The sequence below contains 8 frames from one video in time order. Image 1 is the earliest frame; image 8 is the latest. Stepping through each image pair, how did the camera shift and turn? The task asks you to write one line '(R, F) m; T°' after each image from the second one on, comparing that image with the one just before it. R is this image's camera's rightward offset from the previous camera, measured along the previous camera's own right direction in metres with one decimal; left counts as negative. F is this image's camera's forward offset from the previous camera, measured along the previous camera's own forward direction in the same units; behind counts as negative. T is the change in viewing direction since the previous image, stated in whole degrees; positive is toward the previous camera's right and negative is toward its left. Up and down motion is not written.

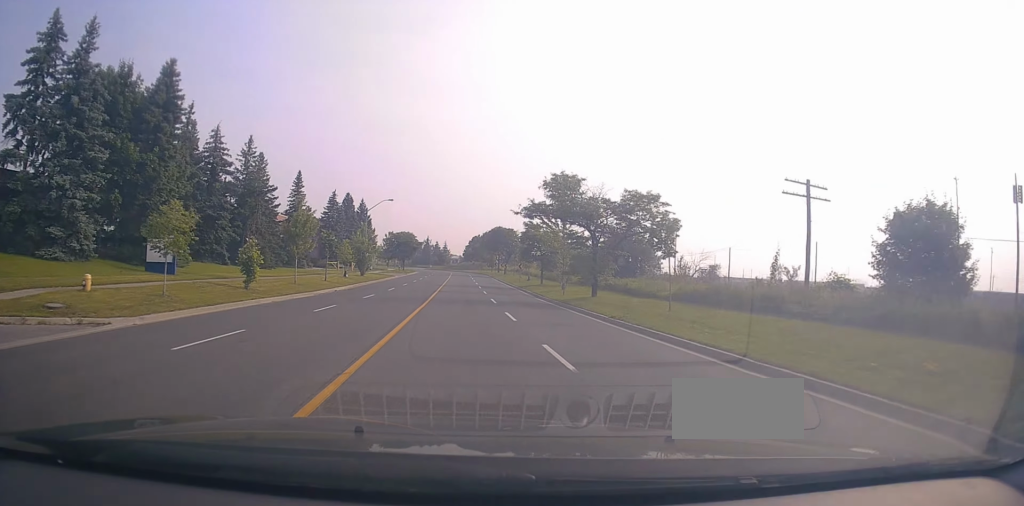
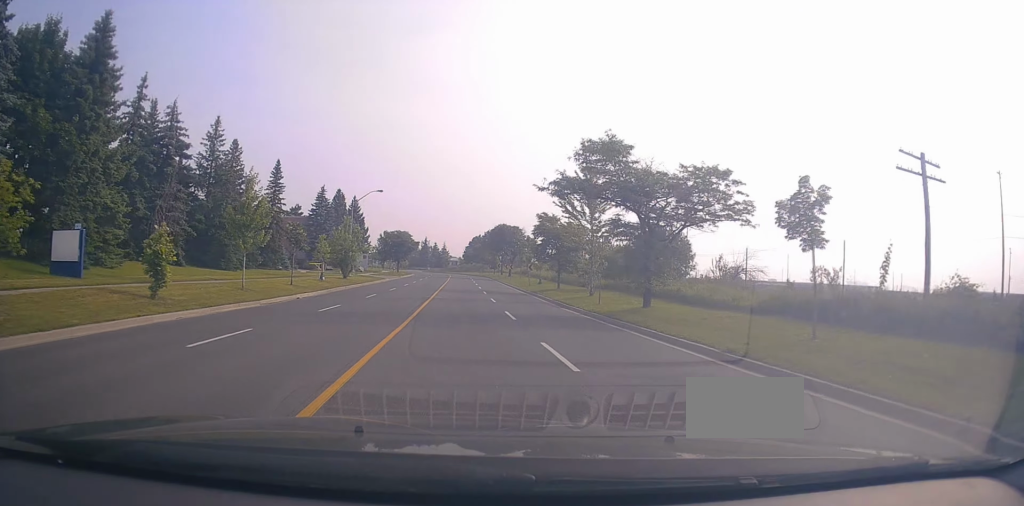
(-0.4, +8.5) m; 0°
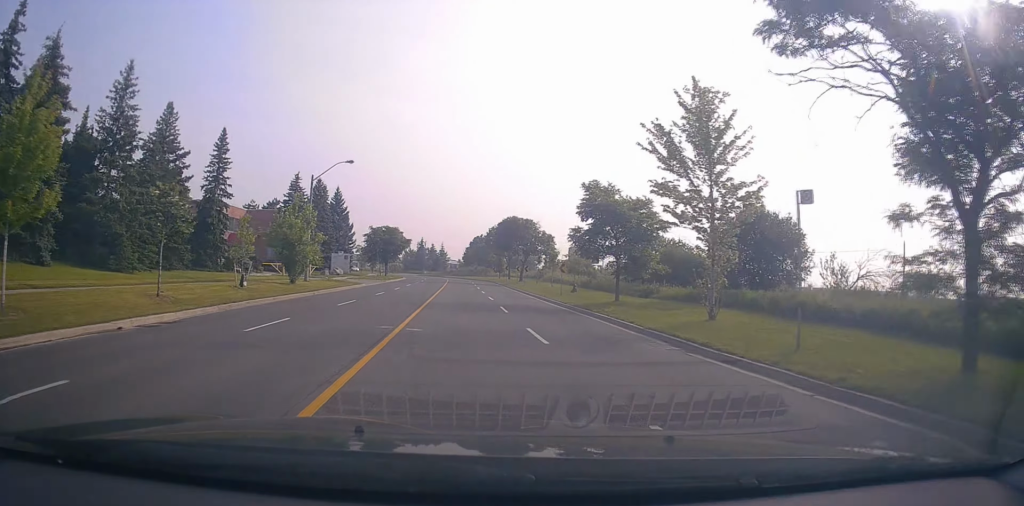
(+0.4, +15.7) m; +2°
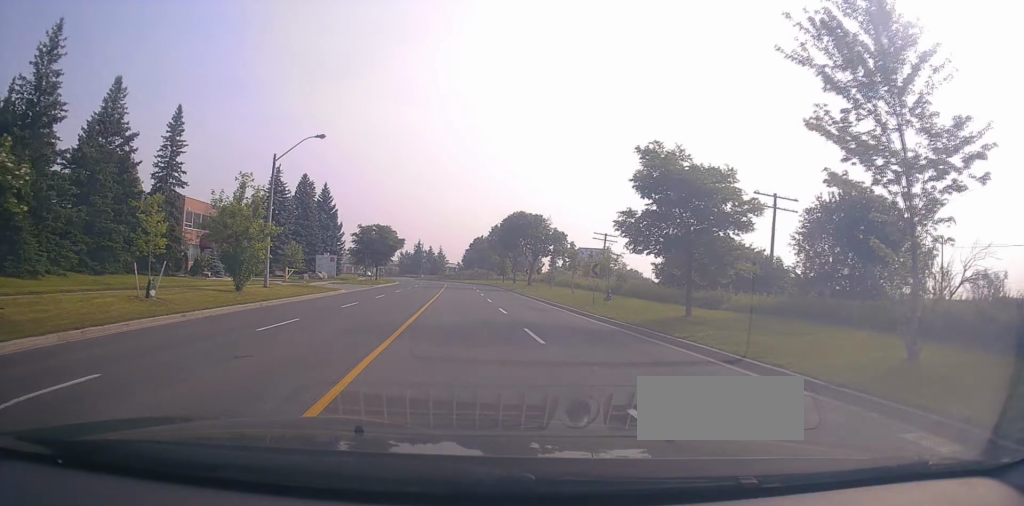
(0.0, +8.5) m; 0°
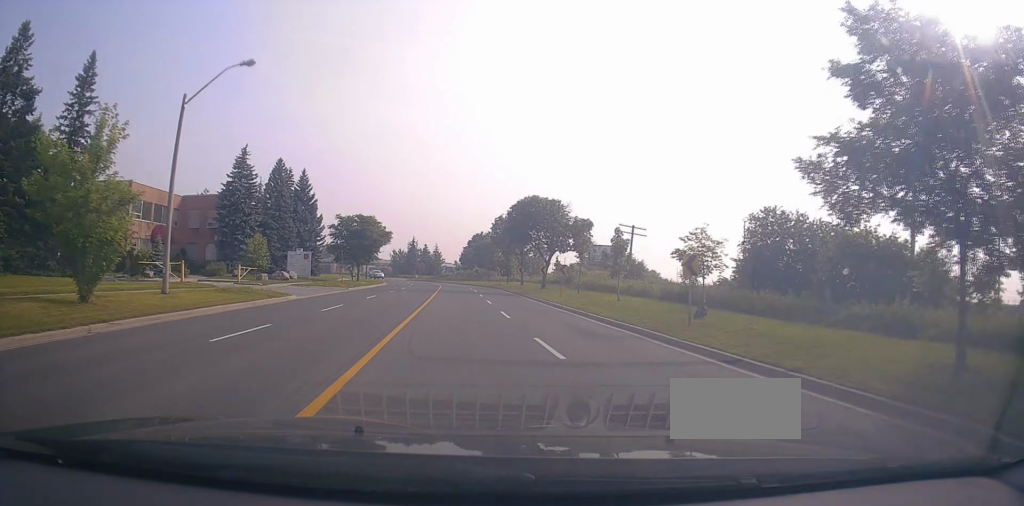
(-0.1, +11.3) m; -1°
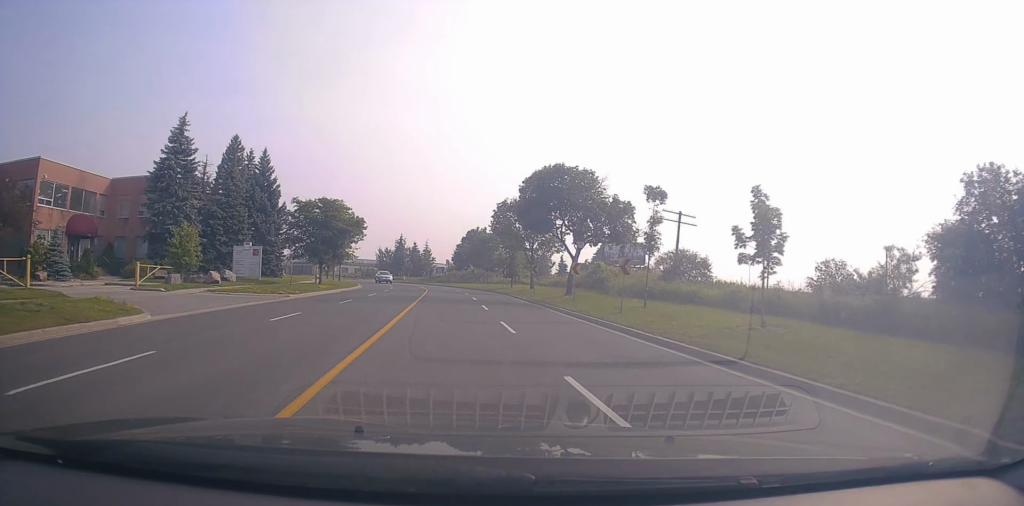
(-0.1, +13.8) m; 0°
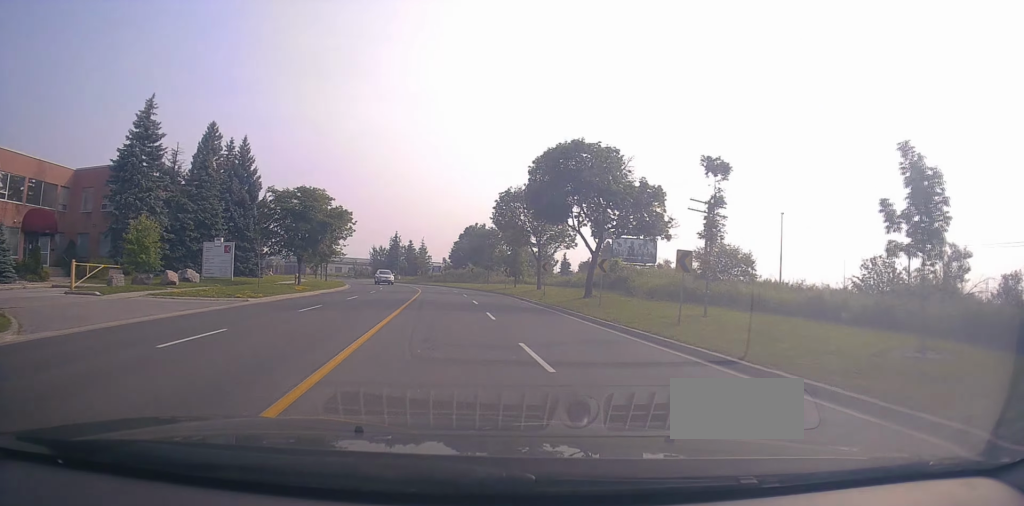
(+0.1, +5.7) m; 0°
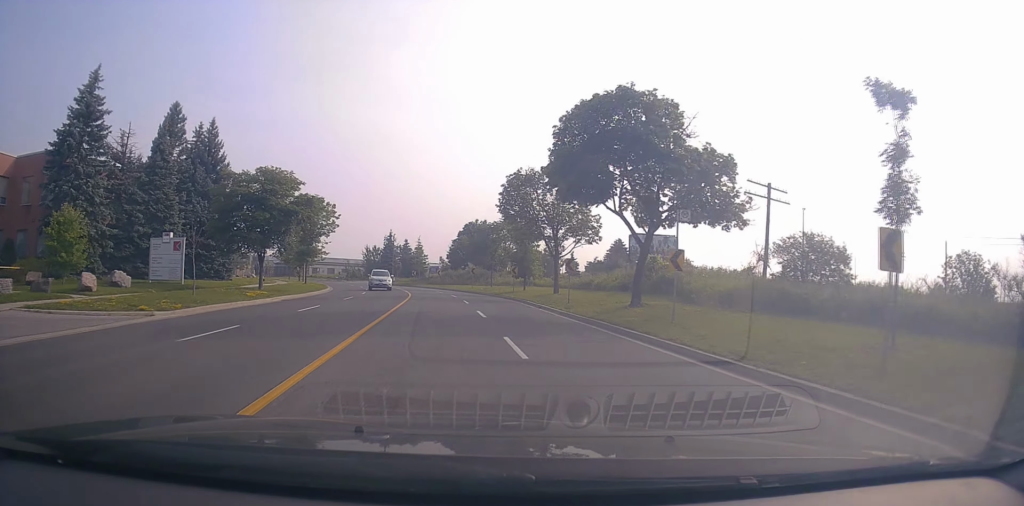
(+0.1, +8.0) m; 0°
